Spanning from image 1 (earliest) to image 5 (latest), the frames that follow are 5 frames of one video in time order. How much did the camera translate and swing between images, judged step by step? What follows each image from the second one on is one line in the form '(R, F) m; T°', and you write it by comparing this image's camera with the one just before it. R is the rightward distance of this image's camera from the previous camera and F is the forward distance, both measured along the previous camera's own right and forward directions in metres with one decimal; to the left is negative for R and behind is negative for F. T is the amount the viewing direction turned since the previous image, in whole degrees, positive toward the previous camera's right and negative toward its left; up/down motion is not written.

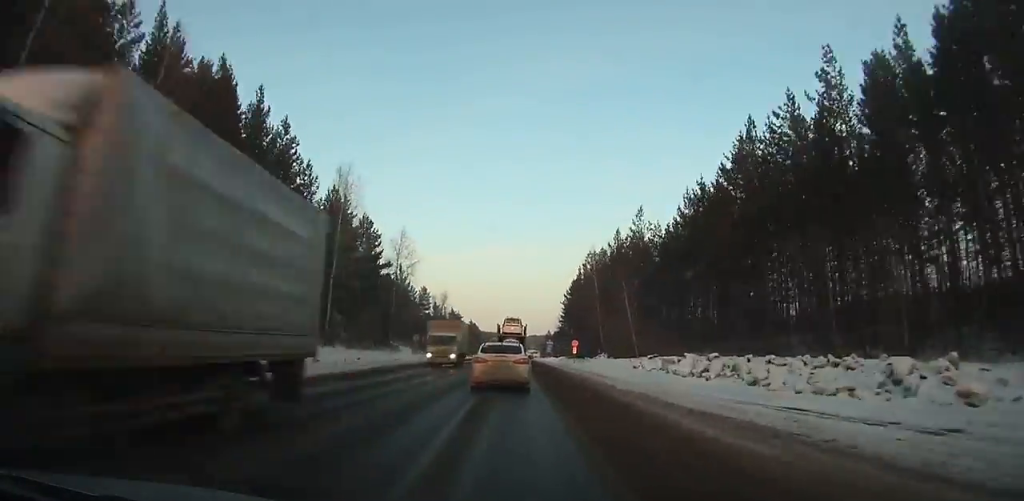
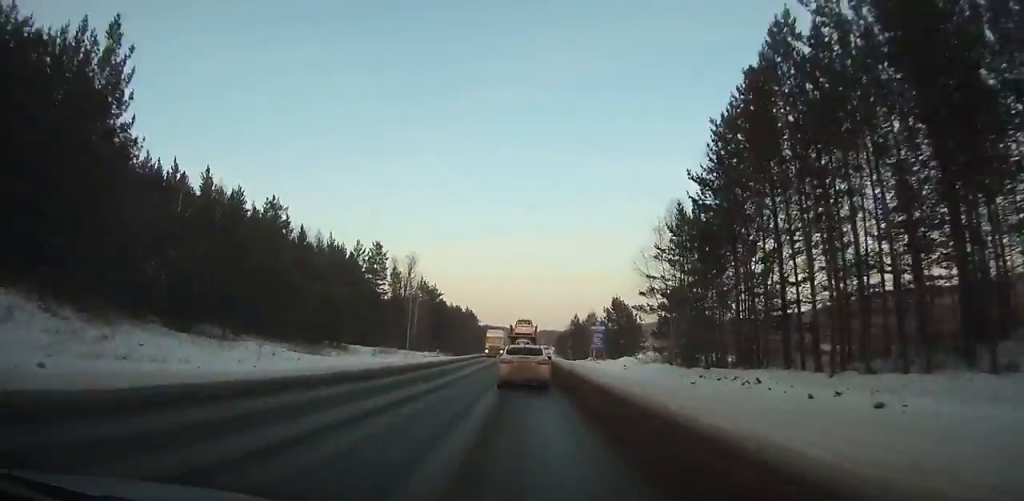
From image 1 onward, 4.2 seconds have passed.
(+0.1, +76.1) m; 0°
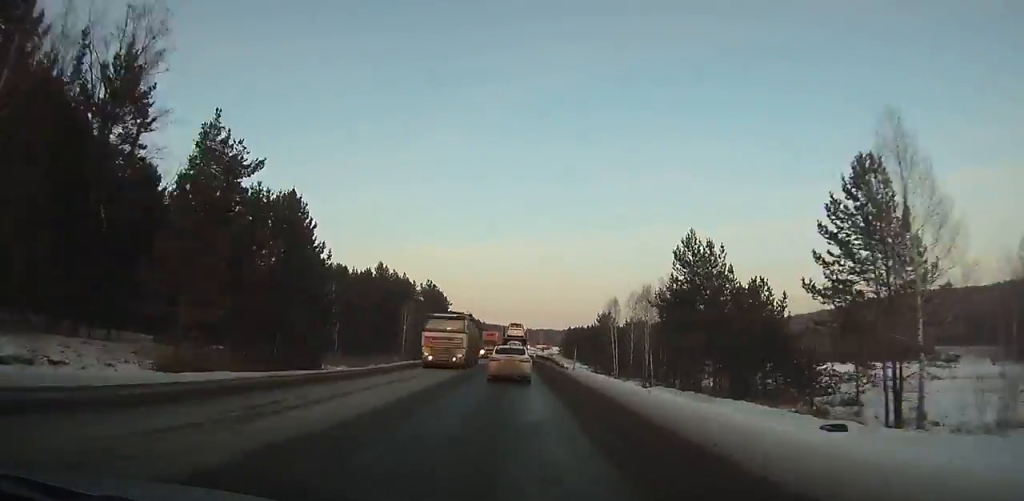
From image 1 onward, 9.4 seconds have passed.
(-0.6, +95.9) m; 0°
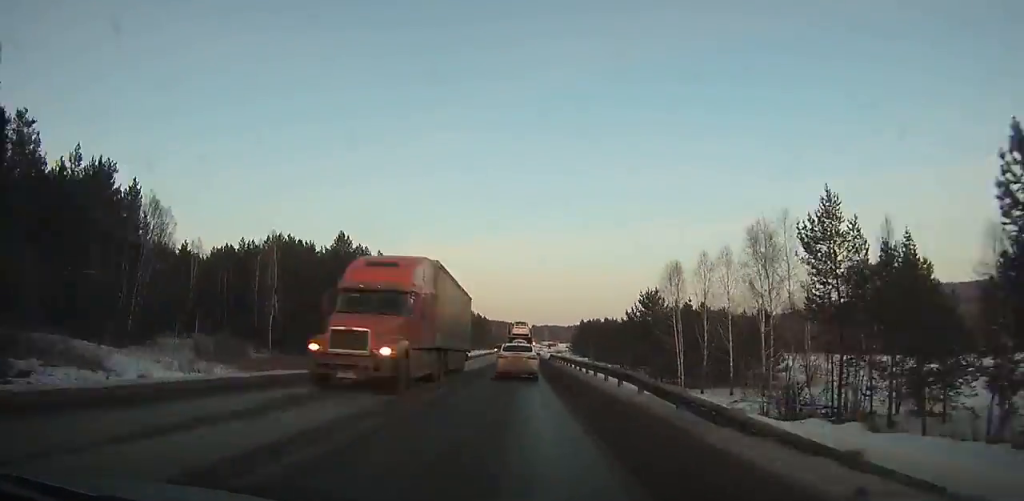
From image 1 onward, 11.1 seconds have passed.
(0.0, +31.1) m; 0°
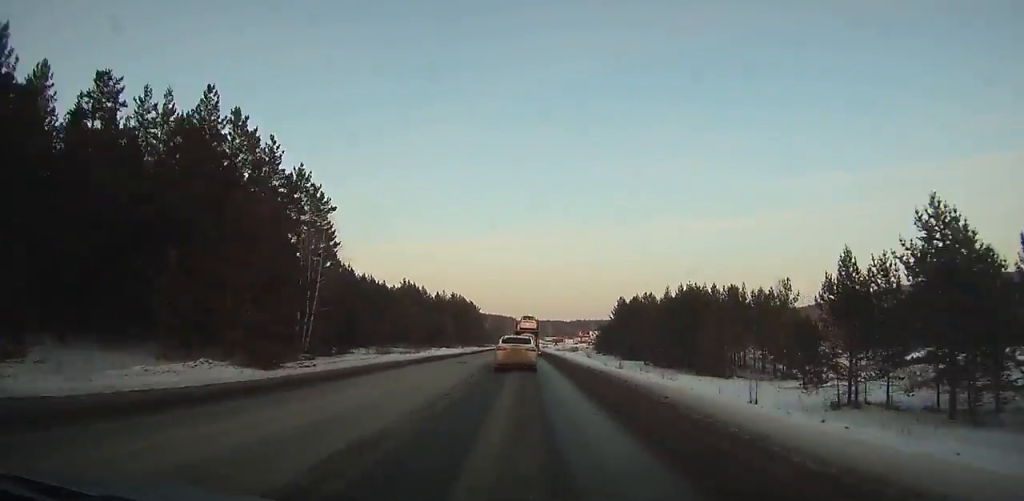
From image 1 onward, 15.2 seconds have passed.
(0.0, +73.7) m; 0°
